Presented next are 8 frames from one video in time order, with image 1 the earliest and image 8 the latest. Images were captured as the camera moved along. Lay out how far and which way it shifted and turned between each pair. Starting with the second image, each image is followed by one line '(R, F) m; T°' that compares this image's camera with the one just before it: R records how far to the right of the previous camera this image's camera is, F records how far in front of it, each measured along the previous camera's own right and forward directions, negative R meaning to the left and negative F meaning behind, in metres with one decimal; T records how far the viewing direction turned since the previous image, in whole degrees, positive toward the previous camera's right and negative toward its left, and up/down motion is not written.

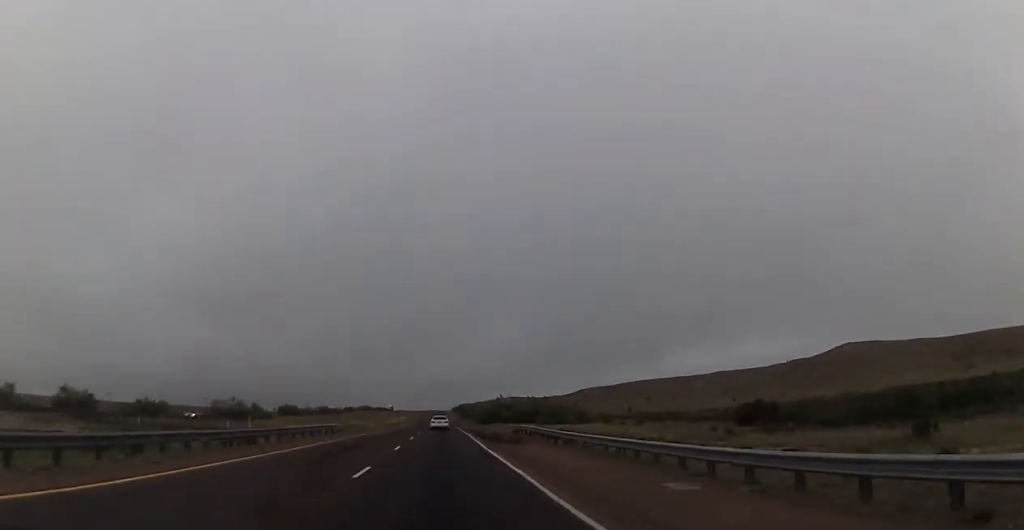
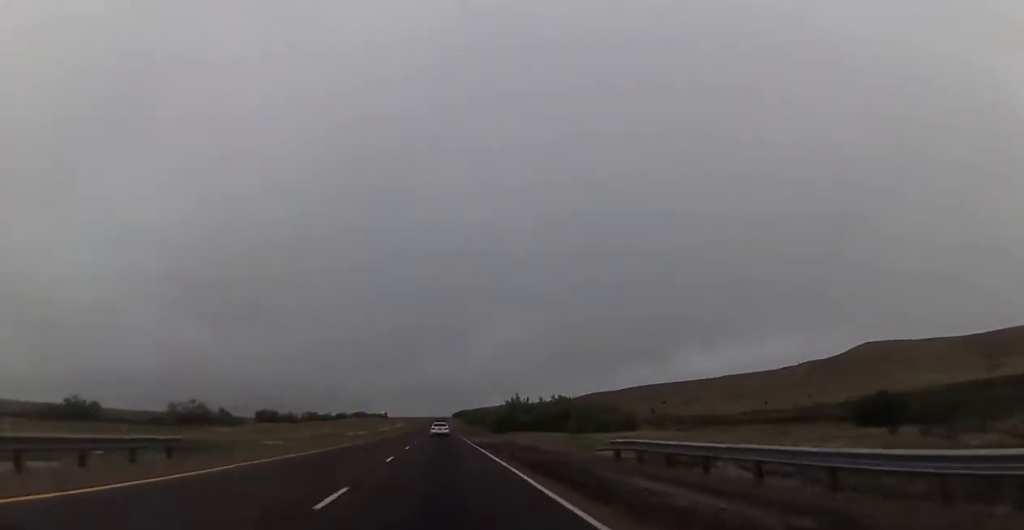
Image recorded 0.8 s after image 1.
(-0.1, +29.0) m; 0°
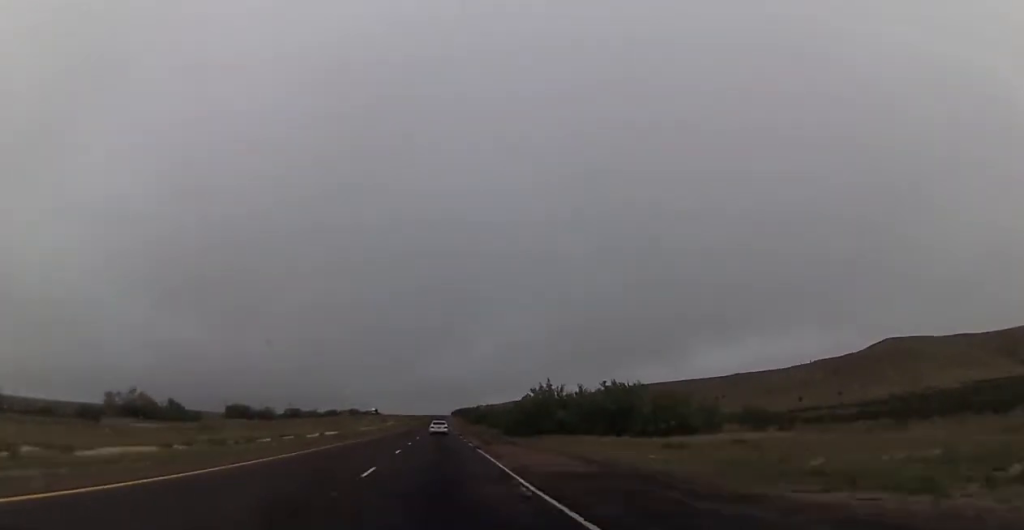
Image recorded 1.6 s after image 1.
(+0.1, +30.3) m; 0°
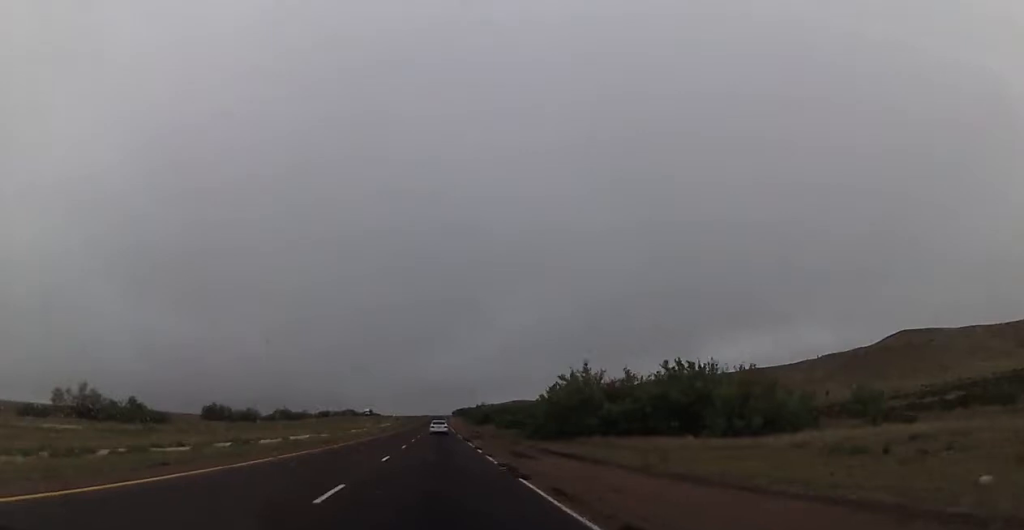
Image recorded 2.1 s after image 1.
(+0.3, +18.1) m; 0°
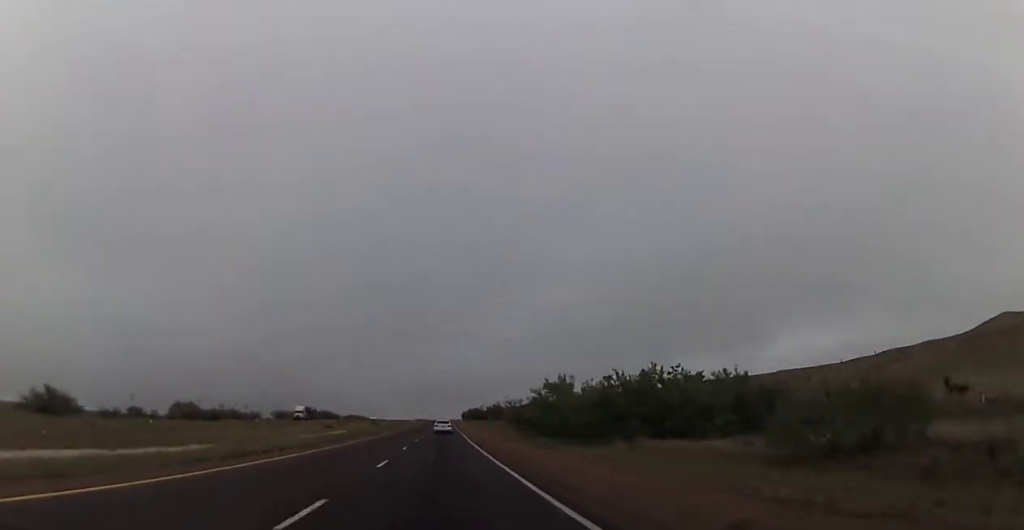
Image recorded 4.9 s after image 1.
(-0.2, +100.1) m; -1°
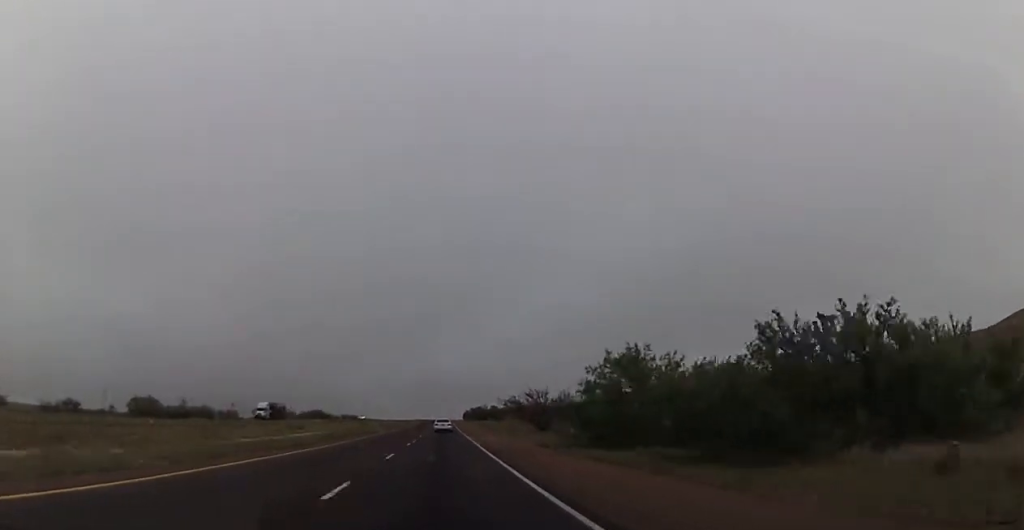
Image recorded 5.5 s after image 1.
(-0.1, +21.7) m; 0°
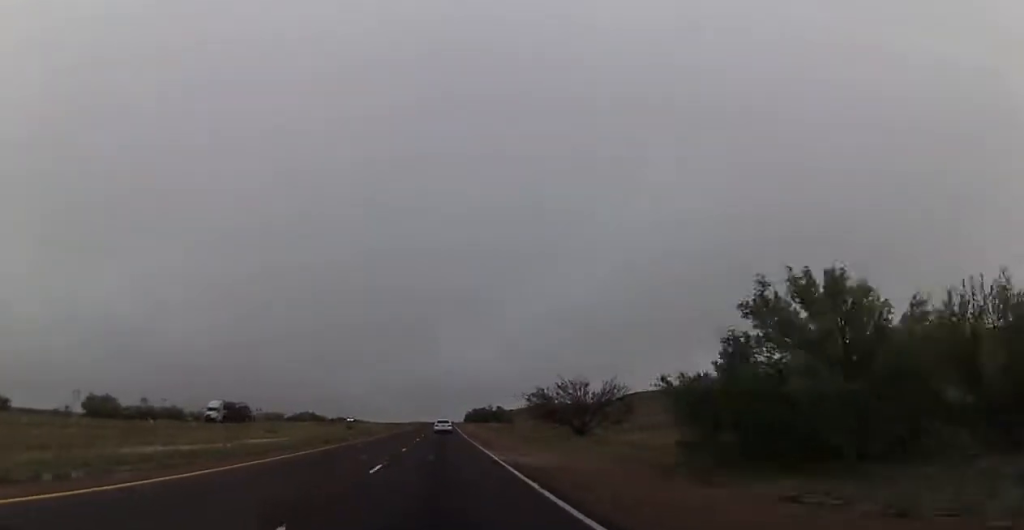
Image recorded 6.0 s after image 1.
(0.0, +18.1) m; 0°
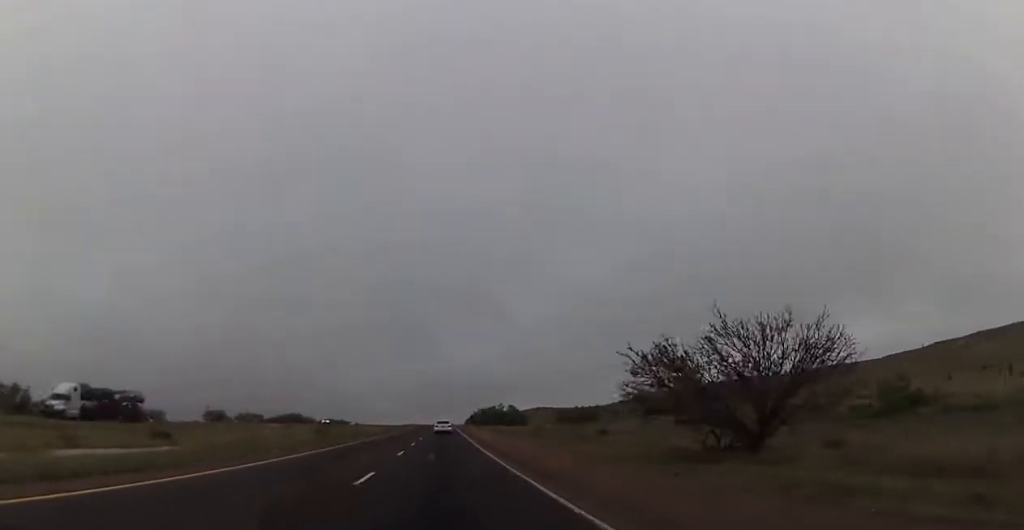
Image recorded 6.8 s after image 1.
(0.0, +27.8) m; 0°
